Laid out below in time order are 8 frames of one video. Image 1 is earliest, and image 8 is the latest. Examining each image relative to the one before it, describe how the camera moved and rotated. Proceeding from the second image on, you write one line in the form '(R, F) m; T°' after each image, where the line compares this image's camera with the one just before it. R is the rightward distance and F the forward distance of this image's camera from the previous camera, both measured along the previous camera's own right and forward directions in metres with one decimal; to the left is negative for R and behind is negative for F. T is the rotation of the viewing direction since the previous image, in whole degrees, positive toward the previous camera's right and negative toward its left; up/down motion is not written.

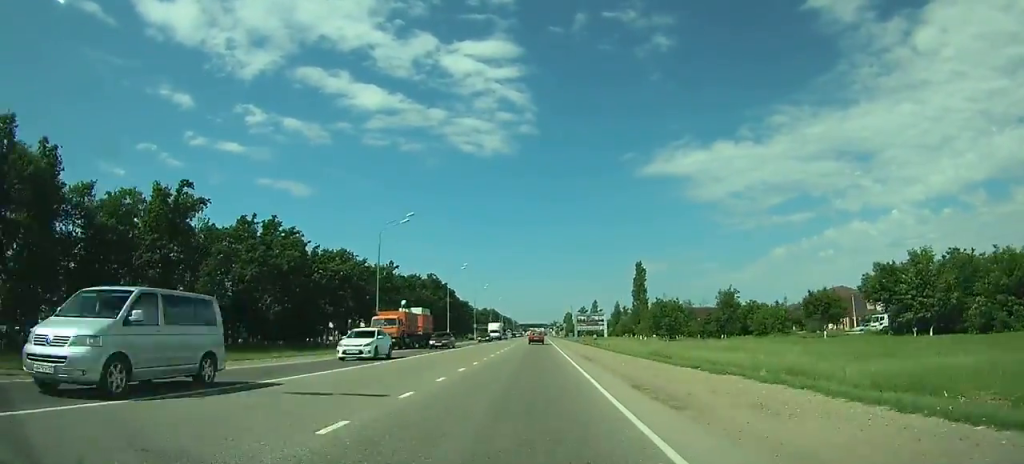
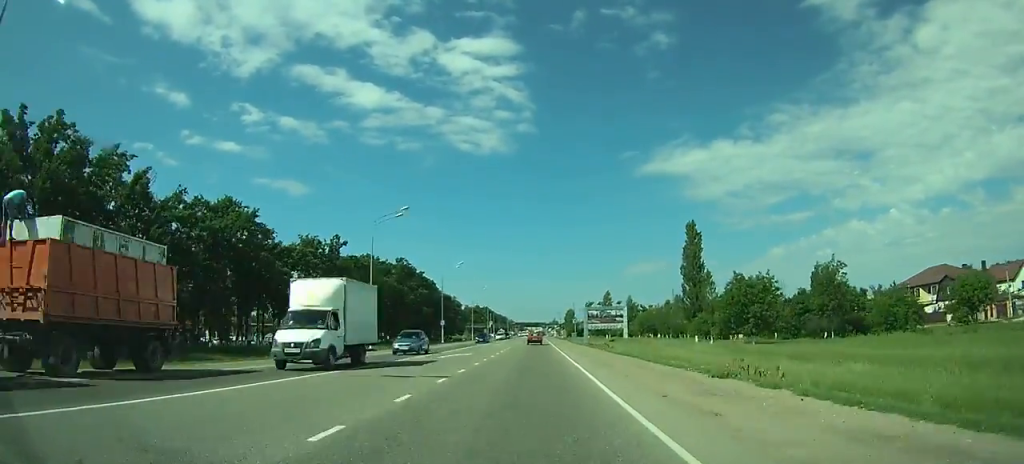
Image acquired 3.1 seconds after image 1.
(-0.1, +44.6) m; 0°
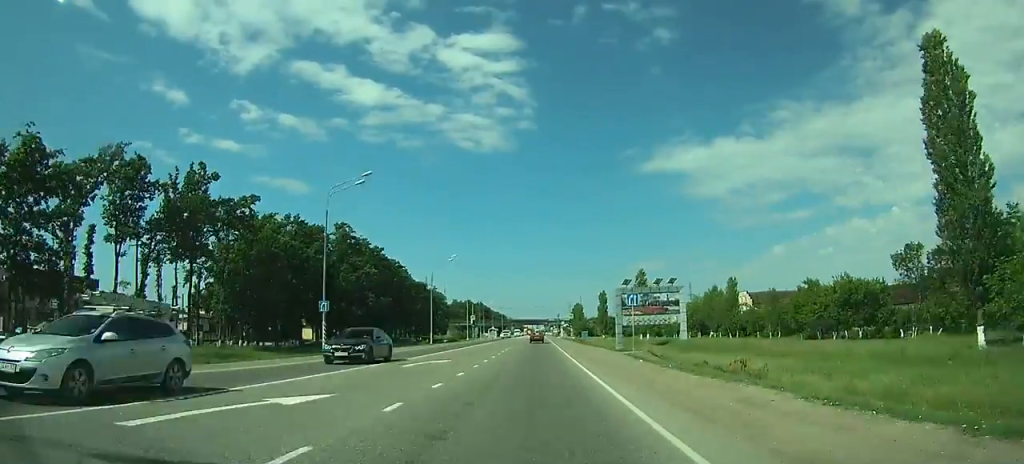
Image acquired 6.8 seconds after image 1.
(0.0, +51.5) m; 0°
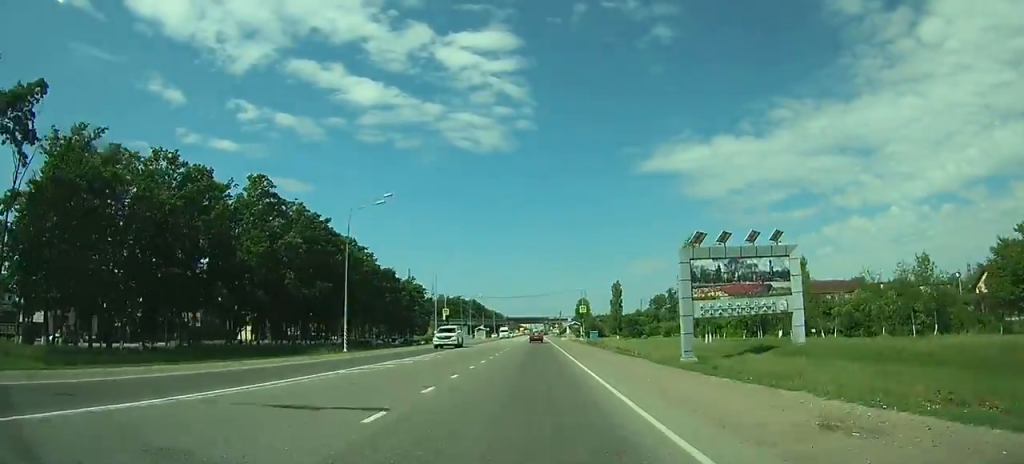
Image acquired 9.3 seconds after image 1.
(+0.2, +34.4) m; 0°
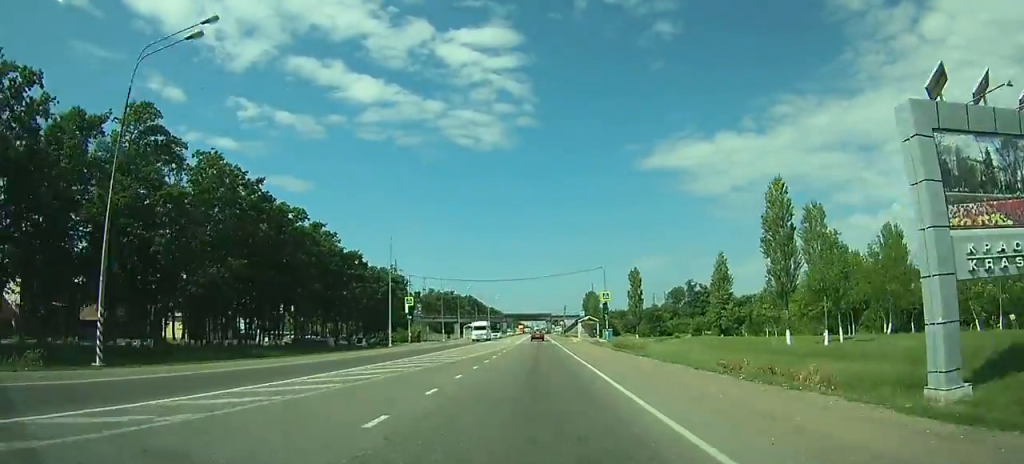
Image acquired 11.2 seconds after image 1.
(-0.1, +27.6) m; 0°
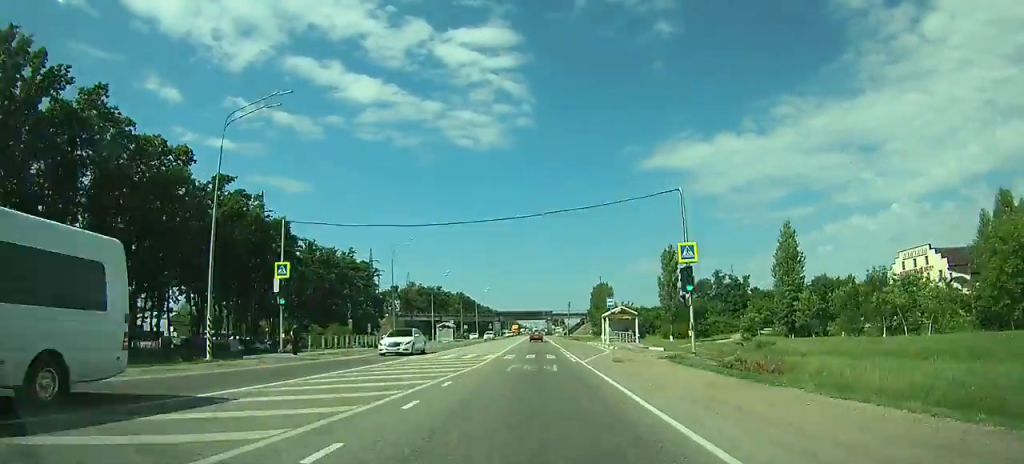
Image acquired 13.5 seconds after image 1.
(-0.1, +34.6) m; 0°
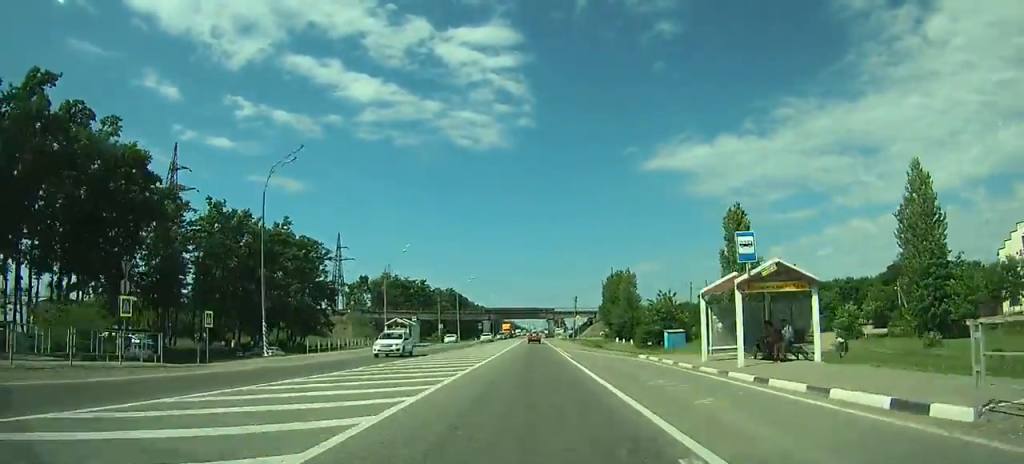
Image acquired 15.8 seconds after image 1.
(-0.1, +35.7) m; 0°
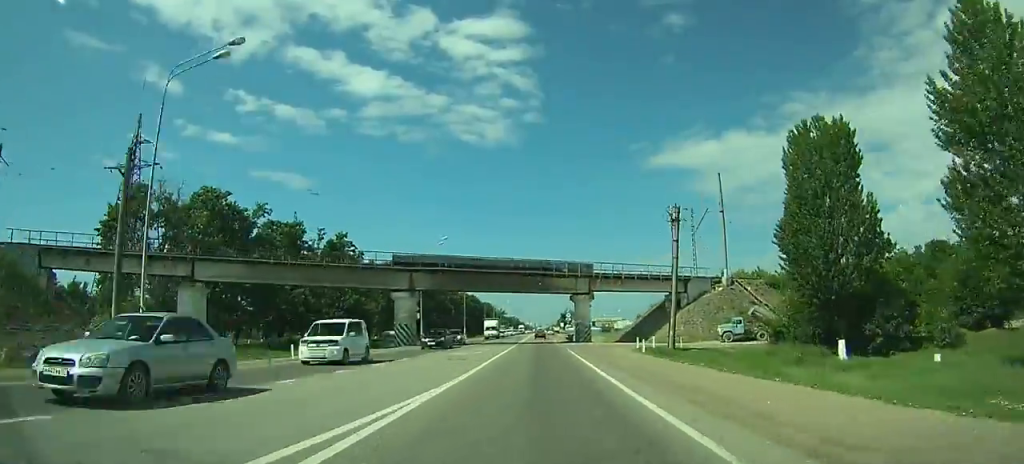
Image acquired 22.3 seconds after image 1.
(+0.1, +98.1) m; 0°
